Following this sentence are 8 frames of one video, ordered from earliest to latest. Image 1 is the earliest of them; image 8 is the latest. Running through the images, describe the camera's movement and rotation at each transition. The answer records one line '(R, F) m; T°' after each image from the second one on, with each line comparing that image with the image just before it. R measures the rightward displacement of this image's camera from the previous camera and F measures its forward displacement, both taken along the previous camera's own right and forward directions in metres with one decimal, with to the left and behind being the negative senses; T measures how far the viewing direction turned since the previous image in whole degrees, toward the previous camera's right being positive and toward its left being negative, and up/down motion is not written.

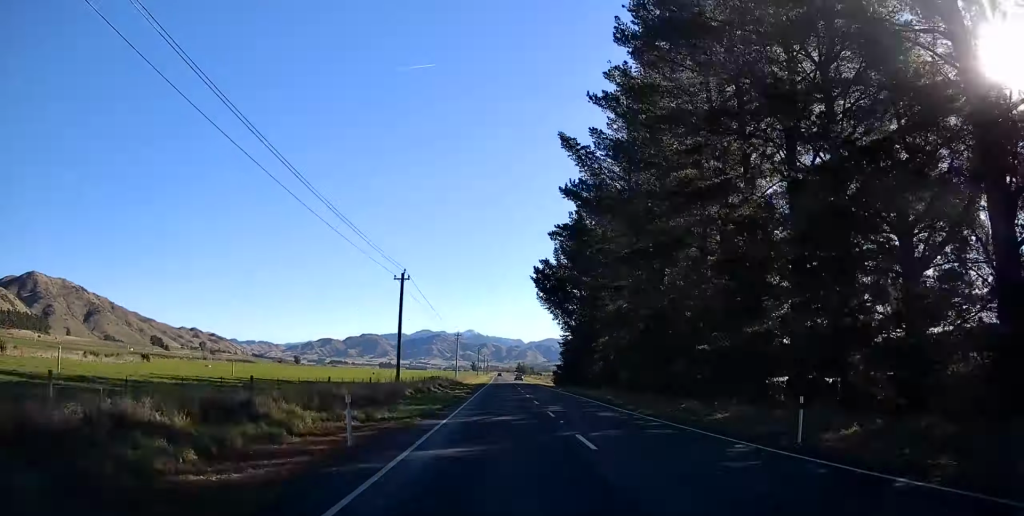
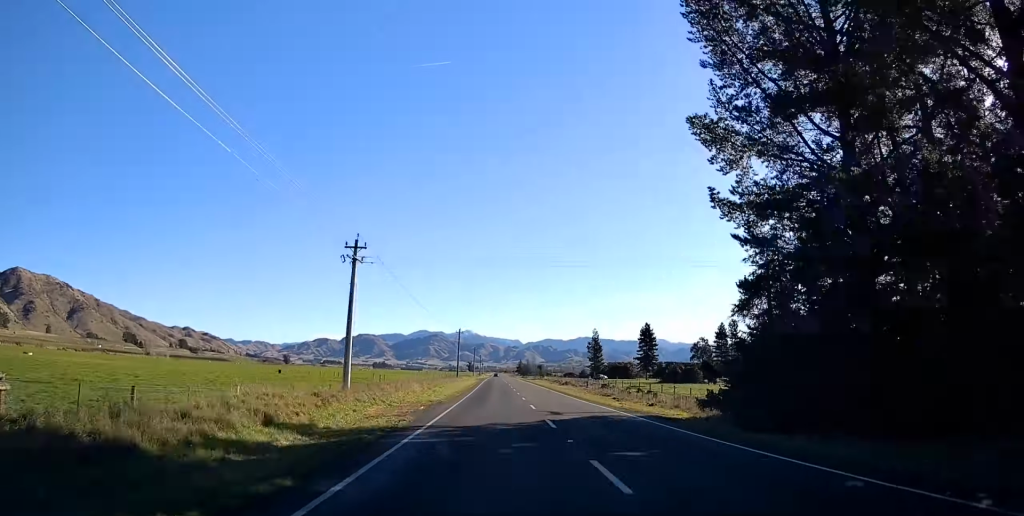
(+0.2, +84.3) m; 0°
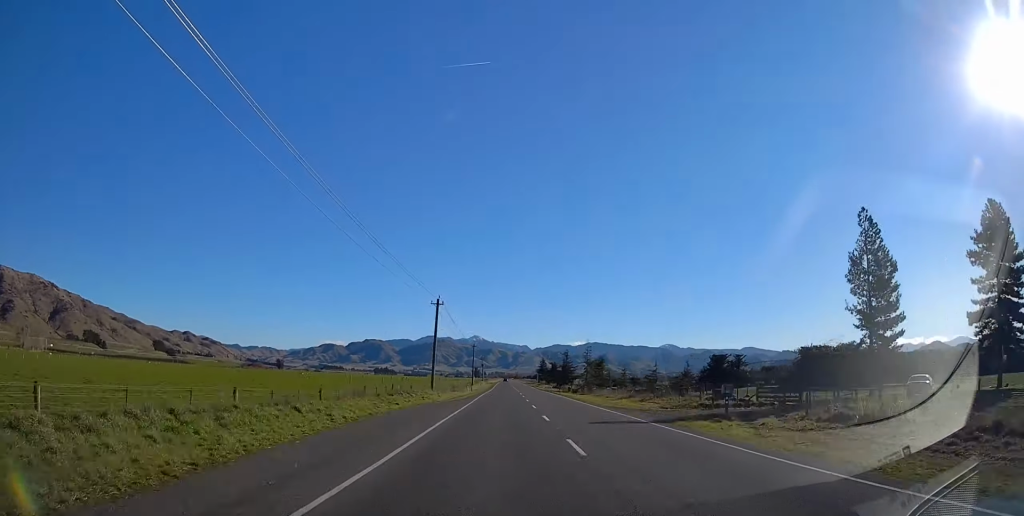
(0.0, +135.6) m; 0°
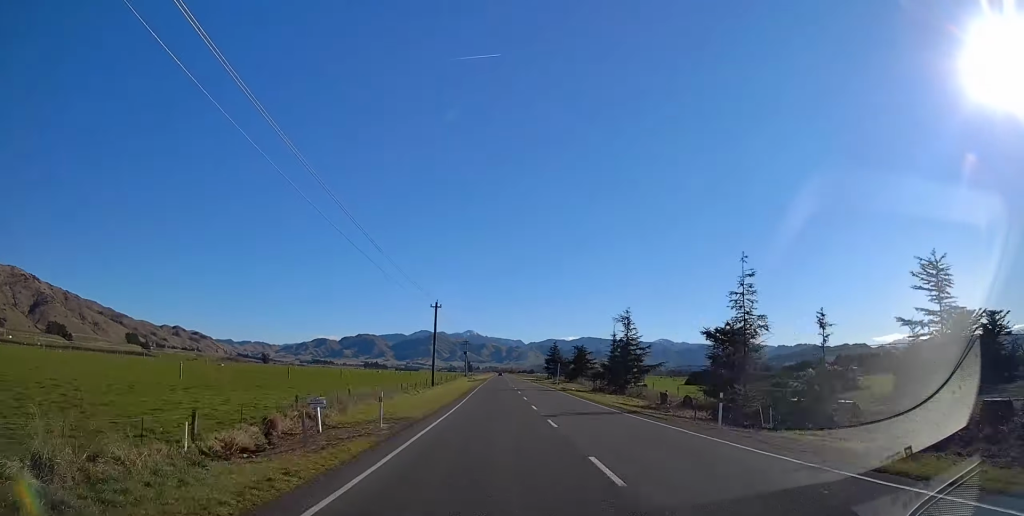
(-0.1, +73.4) m; 0°
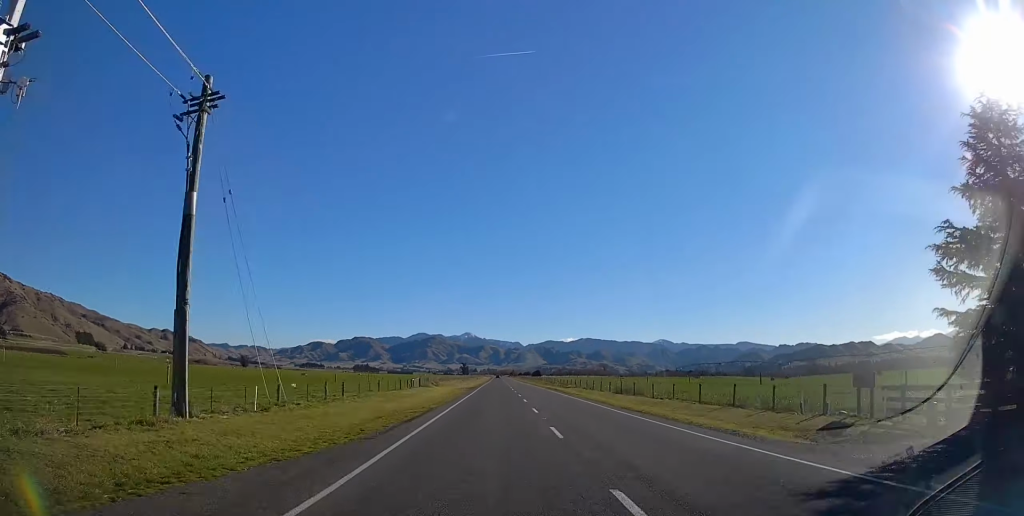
(+0.3, +143.0) m; 0°
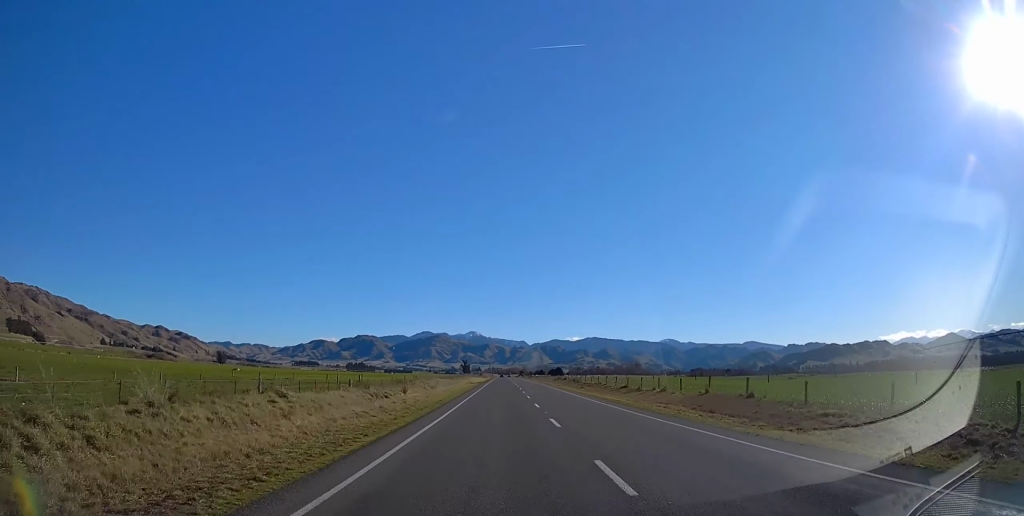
(-0.5, +175.9) m; 0°
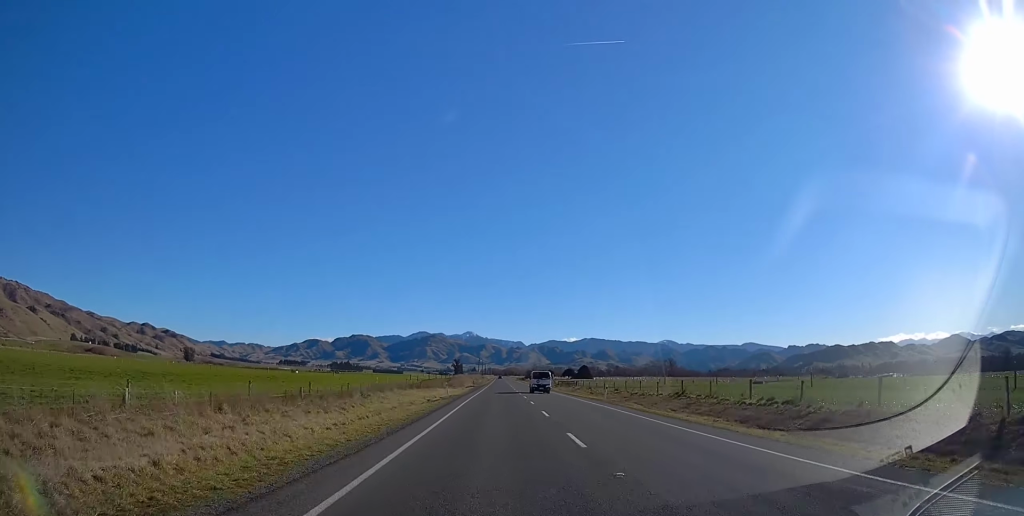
(+0.5, +153.3) m; 0°
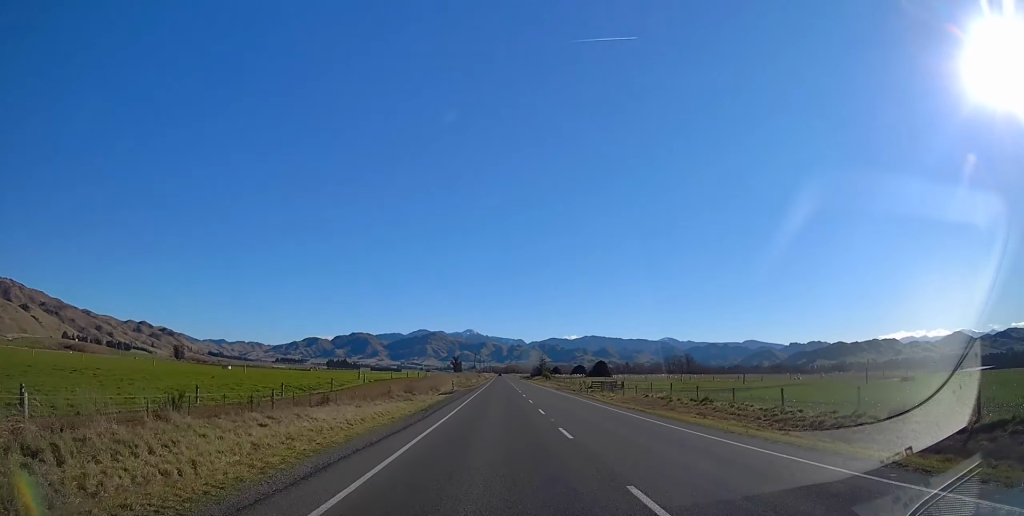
(+0.1, +47.4) m; 0°
